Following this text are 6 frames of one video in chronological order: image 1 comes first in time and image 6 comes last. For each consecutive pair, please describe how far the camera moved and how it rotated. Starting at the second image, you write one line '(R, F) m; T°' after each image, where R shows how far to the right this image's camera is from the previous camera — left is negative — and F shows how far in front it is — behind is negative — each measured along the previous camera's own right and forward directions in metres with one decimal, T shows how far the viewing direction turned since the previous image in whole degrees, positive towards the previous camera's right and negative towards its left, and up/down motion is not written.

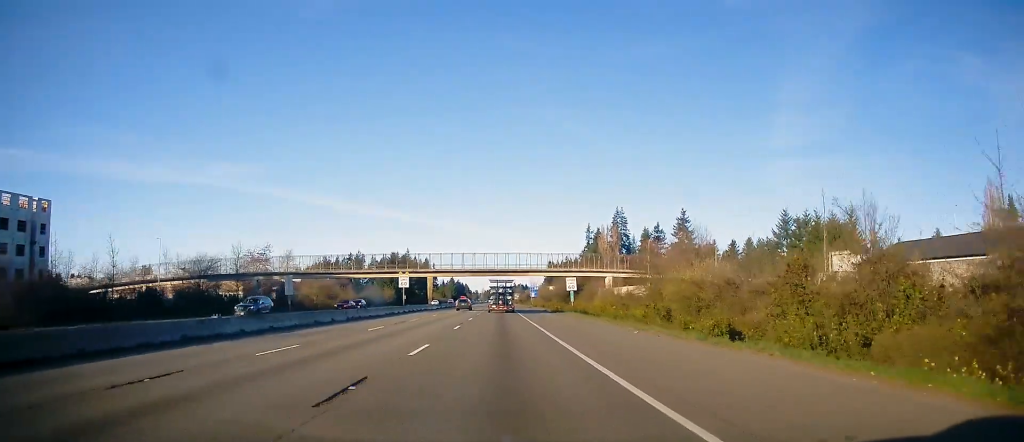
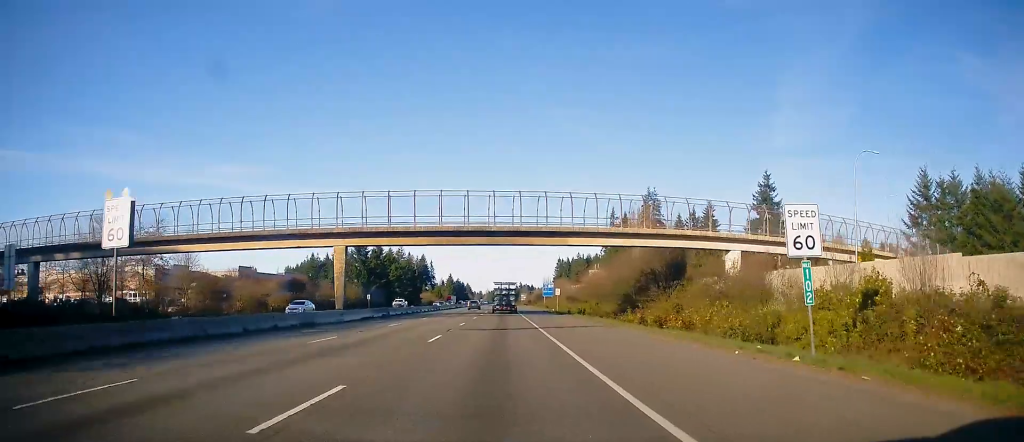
(-0.2, +56.7) m; -1°
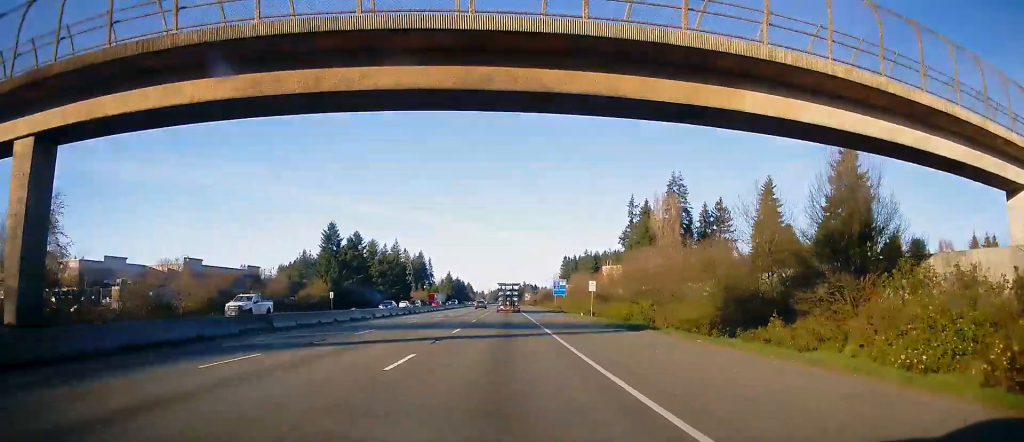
(+0.1, +31.7) m; 0°
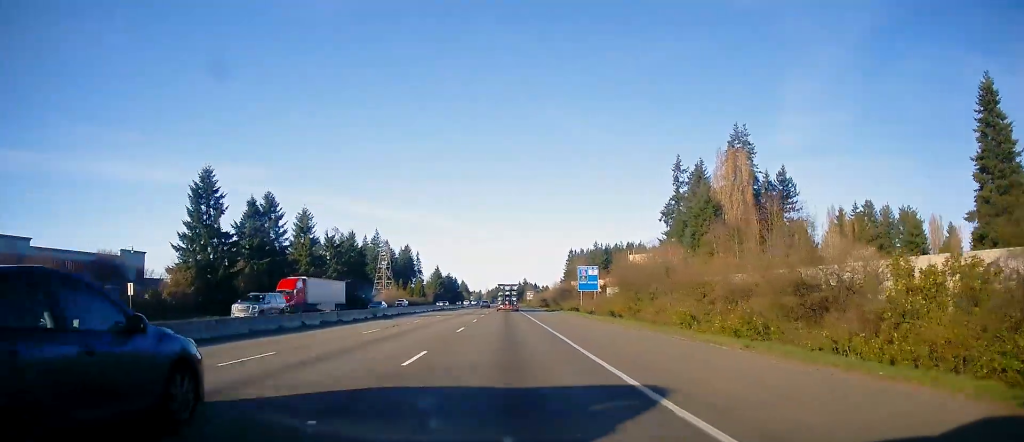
(+0.4, +60.4) m; +1°
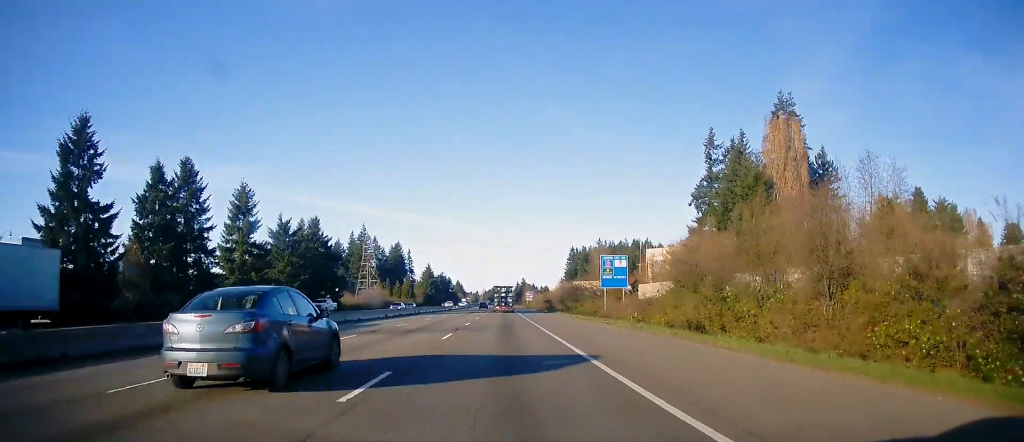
(+0.1, +27.8) m; 0°
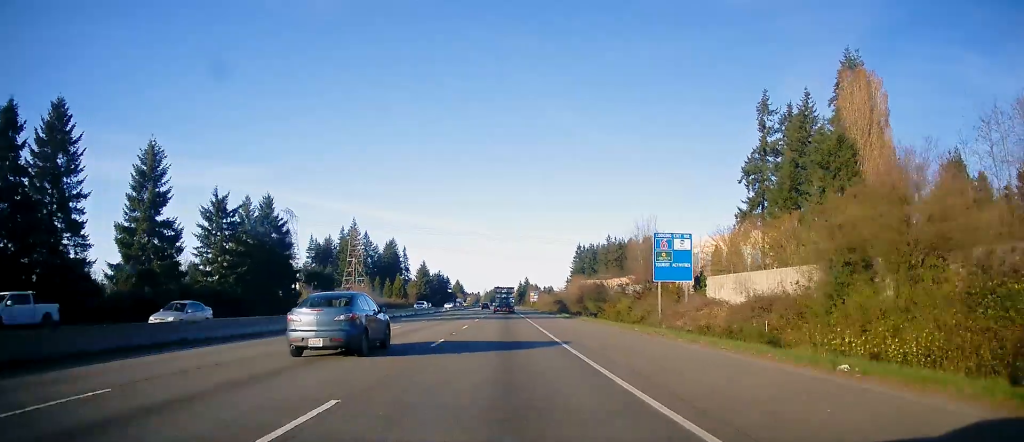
(0.0, +27.3) m; 0°
